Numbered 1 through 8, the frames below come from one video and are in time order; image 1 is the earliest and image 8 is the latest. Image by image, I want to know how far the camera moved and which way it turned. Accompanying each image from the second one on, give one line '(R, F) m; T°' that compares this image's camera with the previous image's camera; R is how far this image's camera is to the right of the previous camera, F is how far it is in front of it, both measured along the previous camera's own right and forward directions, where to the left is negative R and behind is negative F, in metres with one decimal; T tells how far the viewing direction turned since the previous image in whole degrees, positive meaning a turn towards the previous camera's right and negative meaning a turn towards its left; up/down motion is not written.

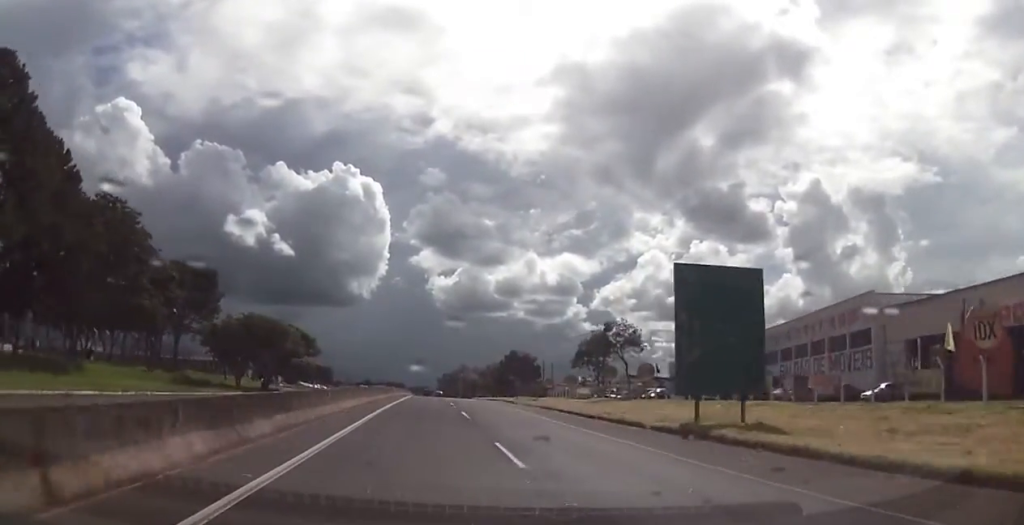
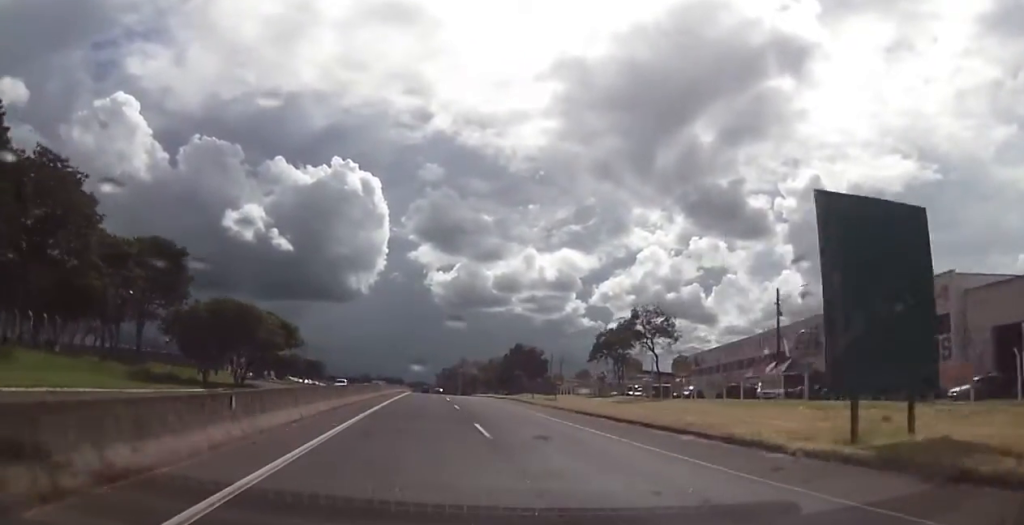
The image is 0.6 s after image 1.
(0.0, +10.8) m; 0°
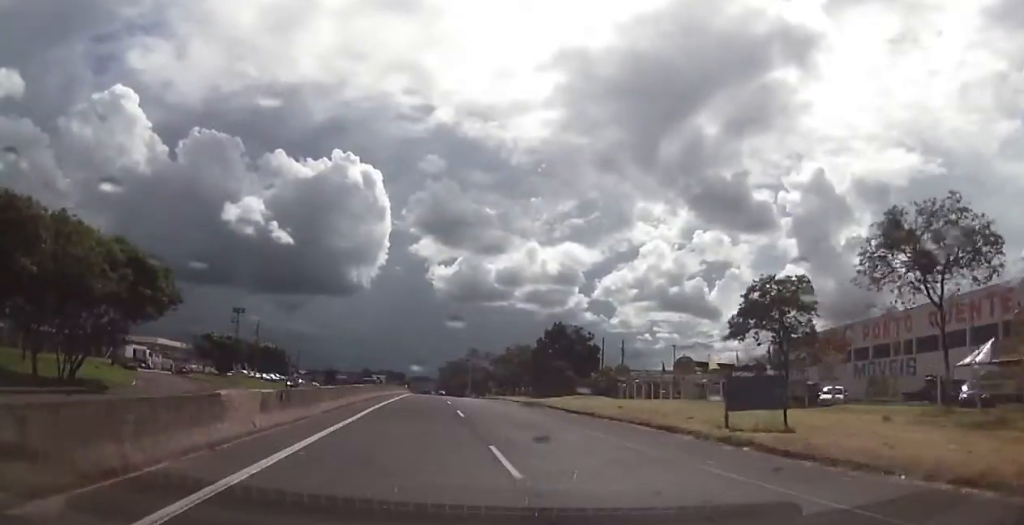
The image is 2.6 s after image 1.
(0.0, +38.7) m; 0°
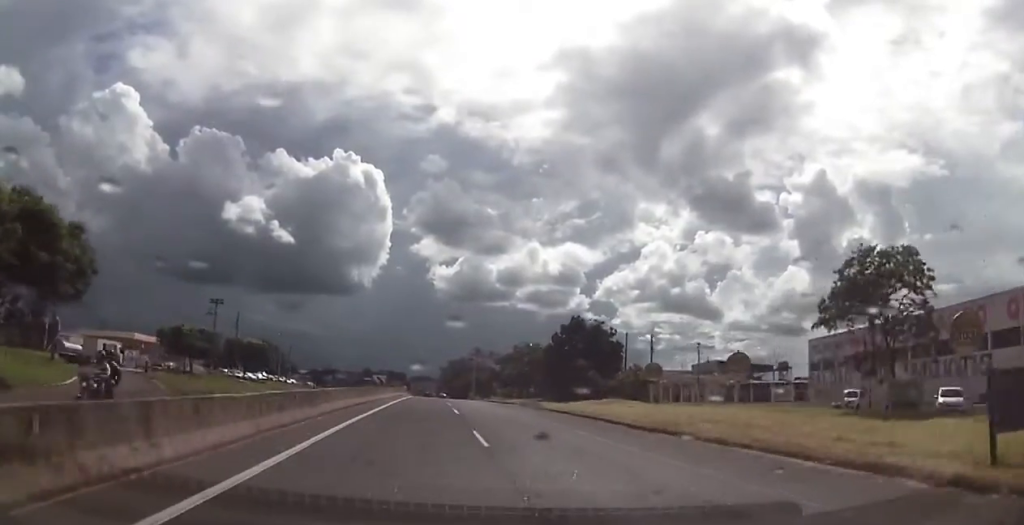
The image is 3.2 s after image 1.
(0.0, +10.8) m; 0°
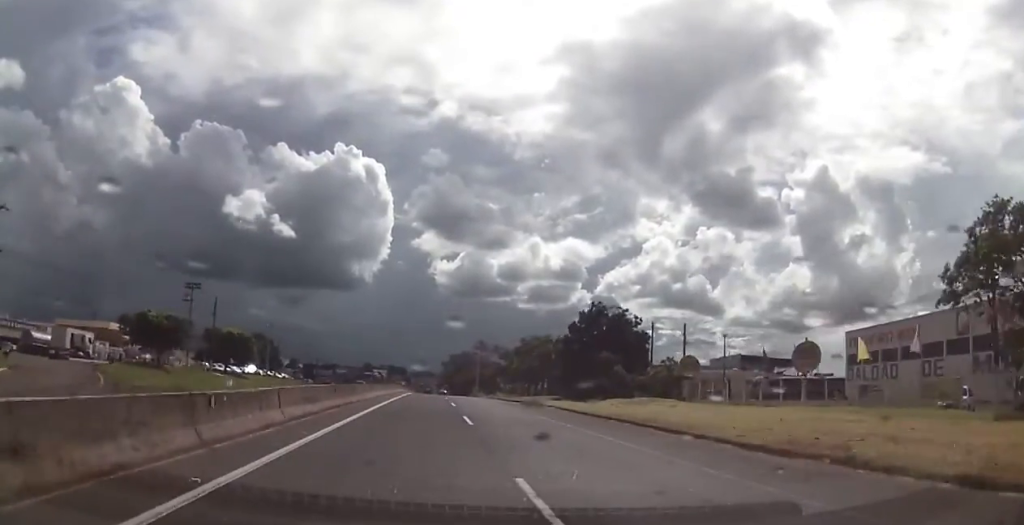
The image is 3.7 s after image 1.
(0.0, +9.6) m; 0°
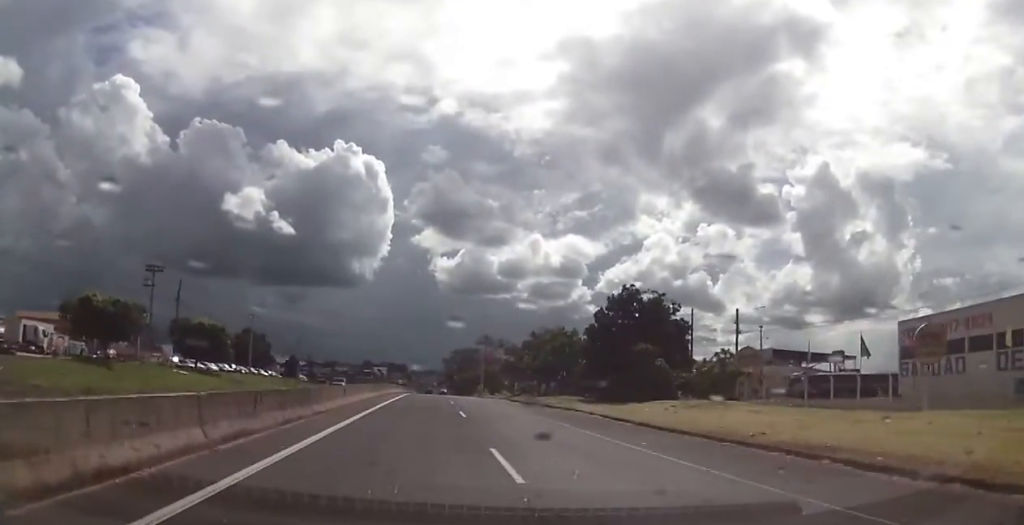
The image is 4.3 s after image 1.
(0.0, +11.5) m; 0°
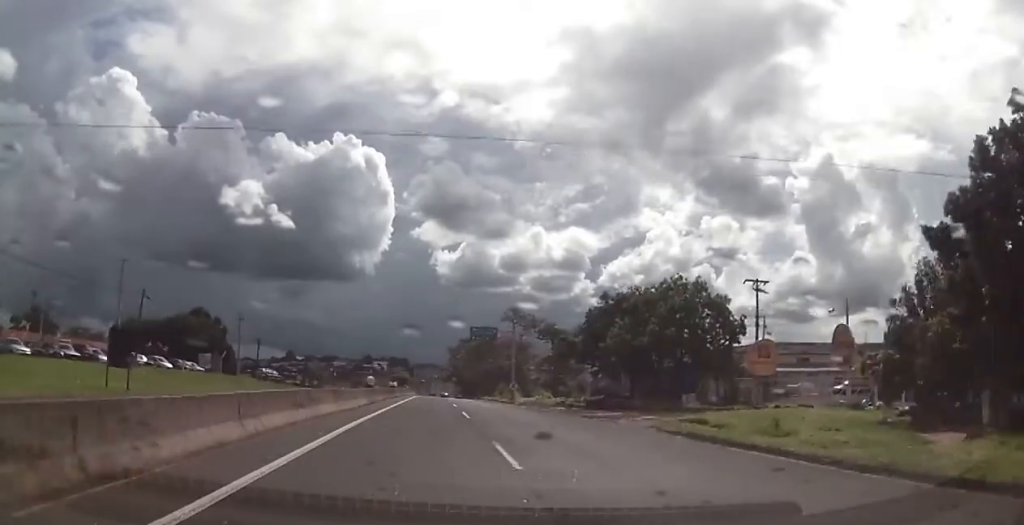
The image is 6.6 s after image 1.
(+0.2, +45.3) m; 0°
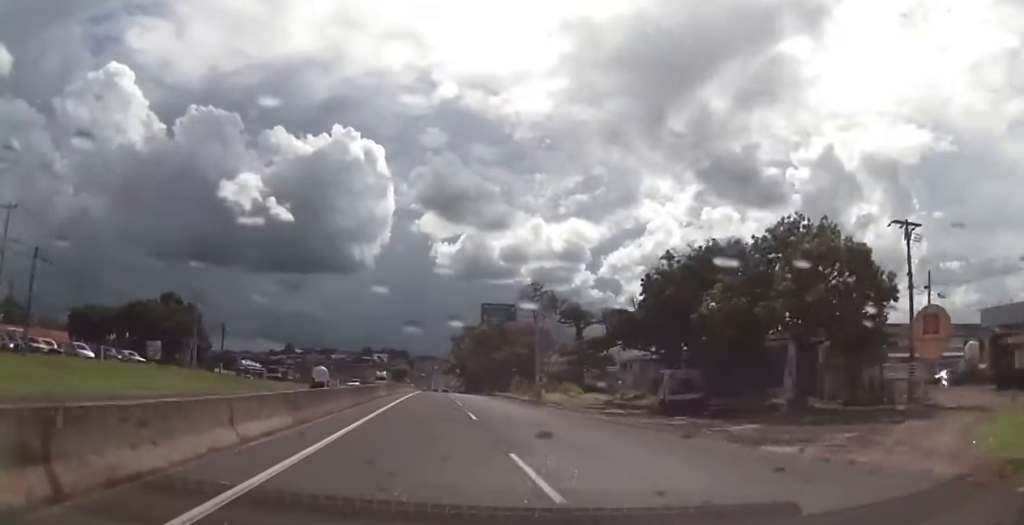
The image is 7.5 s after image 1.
(-0.1, +18.3) m; 0°
